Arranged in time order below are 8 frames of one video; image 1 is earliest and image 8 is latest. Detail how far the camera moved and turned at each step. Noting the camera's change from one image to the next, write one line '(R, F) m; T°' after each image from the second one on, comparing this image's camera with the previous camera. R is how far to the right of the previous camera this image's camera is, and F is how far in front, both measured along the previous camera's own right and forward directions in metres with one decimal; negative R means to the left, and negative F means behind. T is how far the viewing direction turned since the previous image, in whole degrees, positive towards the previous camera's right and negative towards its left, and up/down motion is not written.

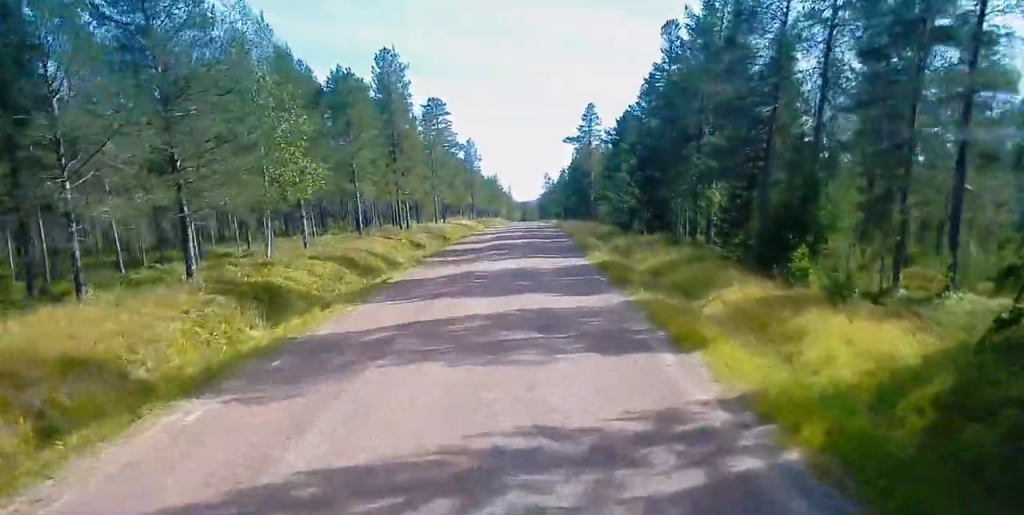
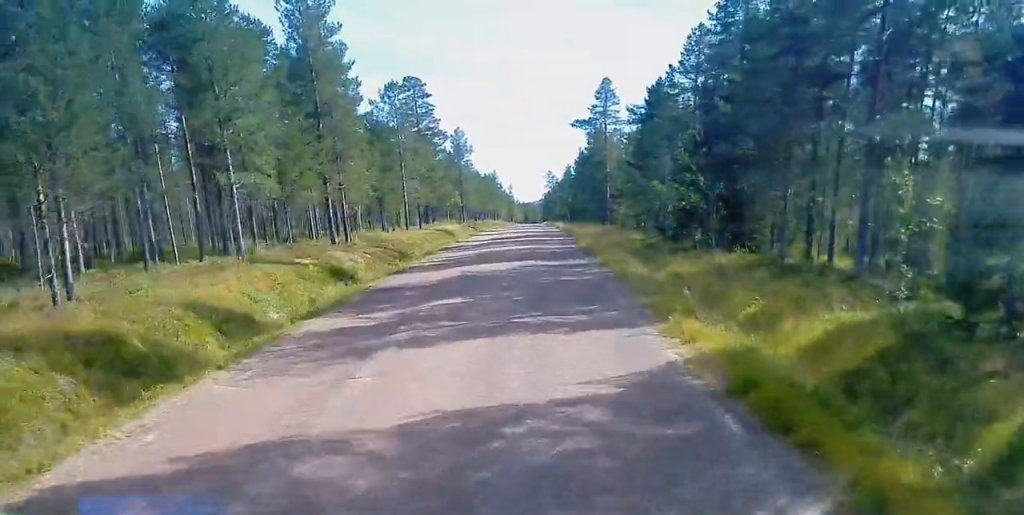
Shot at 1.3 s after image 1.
(+0.2, +19.0) m; -2°
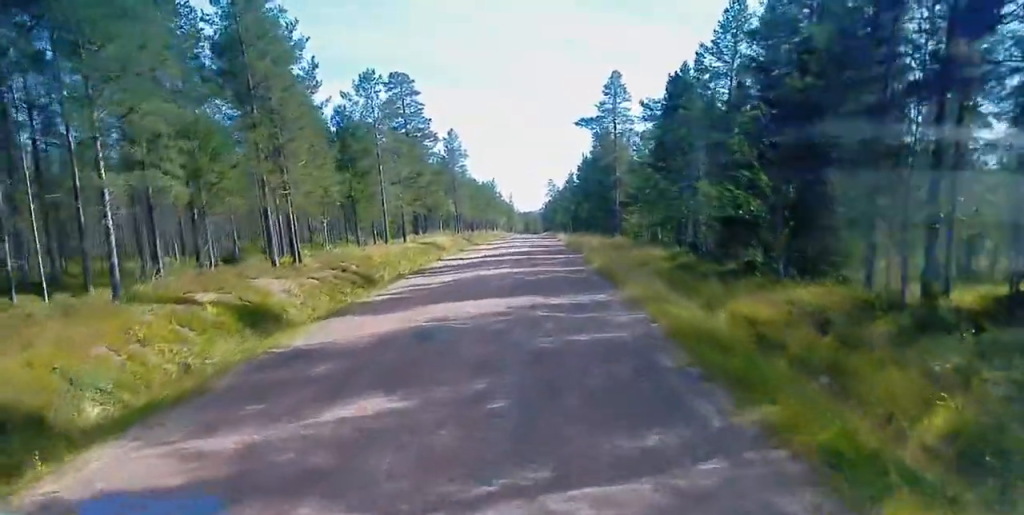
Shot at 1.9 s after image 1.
(0.0, +8.9) m; -4°
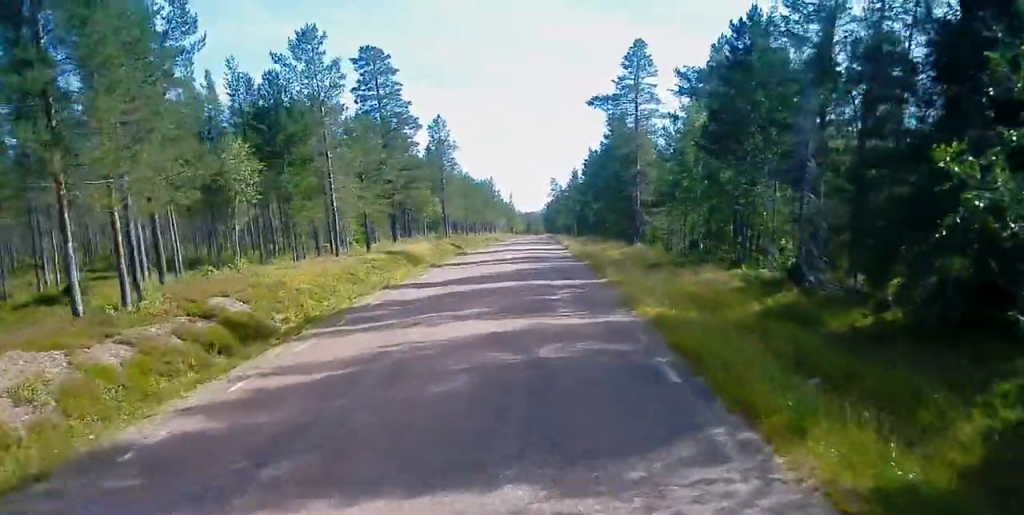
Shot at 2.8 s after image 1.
(-1.0, +13.4) m; 0°
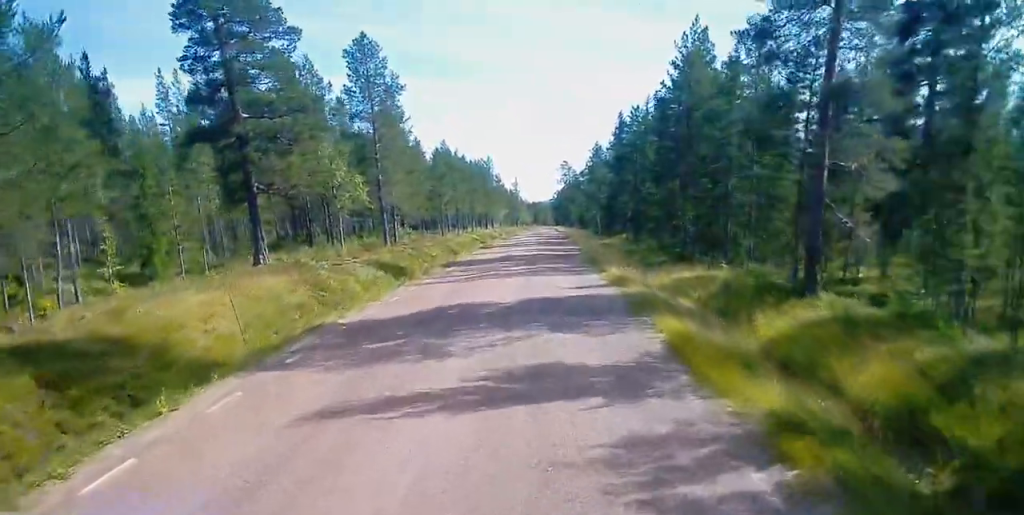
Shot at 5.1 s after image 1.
(+3.4, +34.1) m; +8°
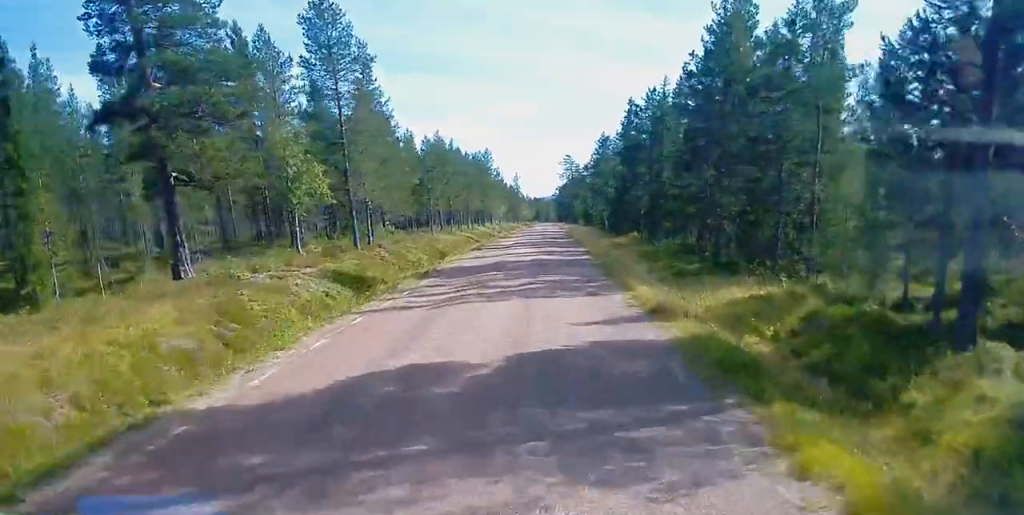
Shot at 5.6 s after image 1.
(0.0, +7.6) m; -1°
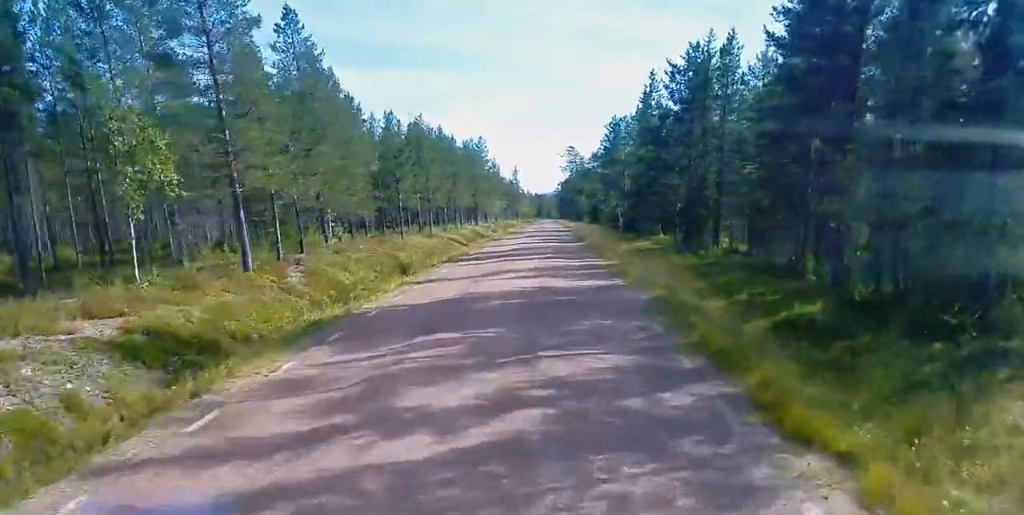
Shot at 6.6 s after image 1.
(-0.3, +14.2) m; -2°
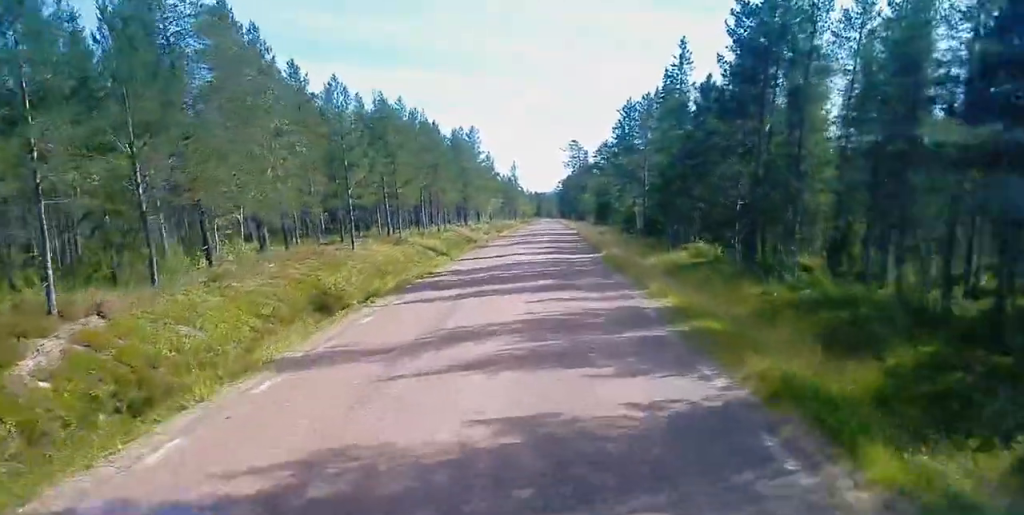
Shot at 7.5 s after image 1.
(-0.1, +13.2) m; 0°
